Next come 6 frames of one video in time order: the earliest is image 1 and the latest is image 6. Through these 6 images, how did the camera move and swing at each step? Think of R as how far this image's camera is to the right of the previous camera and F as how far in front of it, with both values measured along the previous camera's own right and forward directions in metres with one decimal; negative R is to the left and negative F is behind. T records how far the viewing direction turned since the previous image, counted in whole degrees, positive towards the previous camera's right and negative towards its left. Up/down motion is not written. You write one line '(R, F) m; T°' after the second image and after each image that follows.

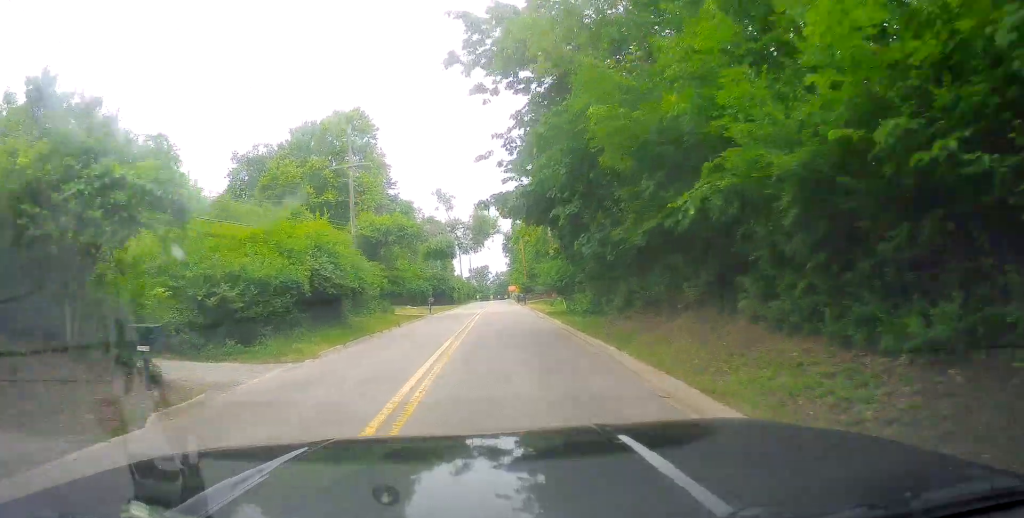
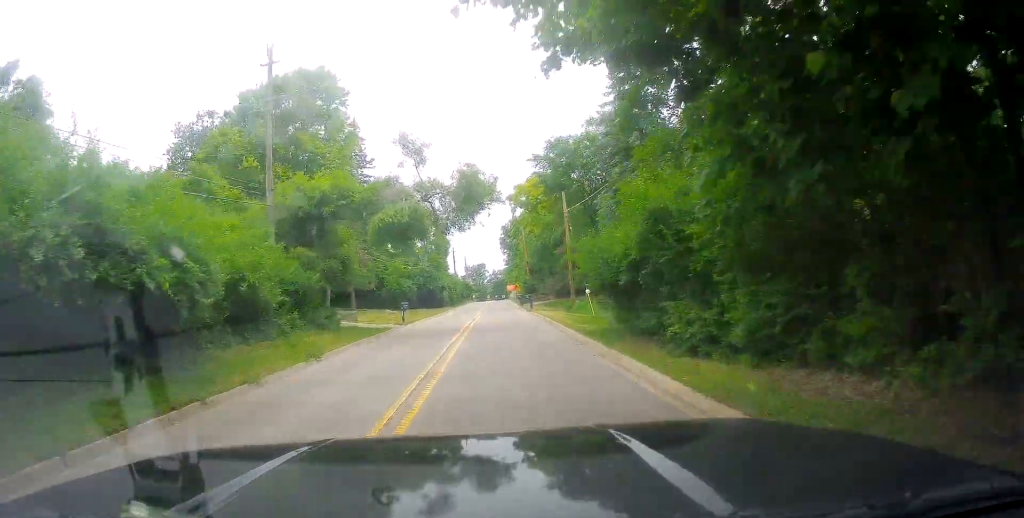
(-0.7, +14.7) m; 0°
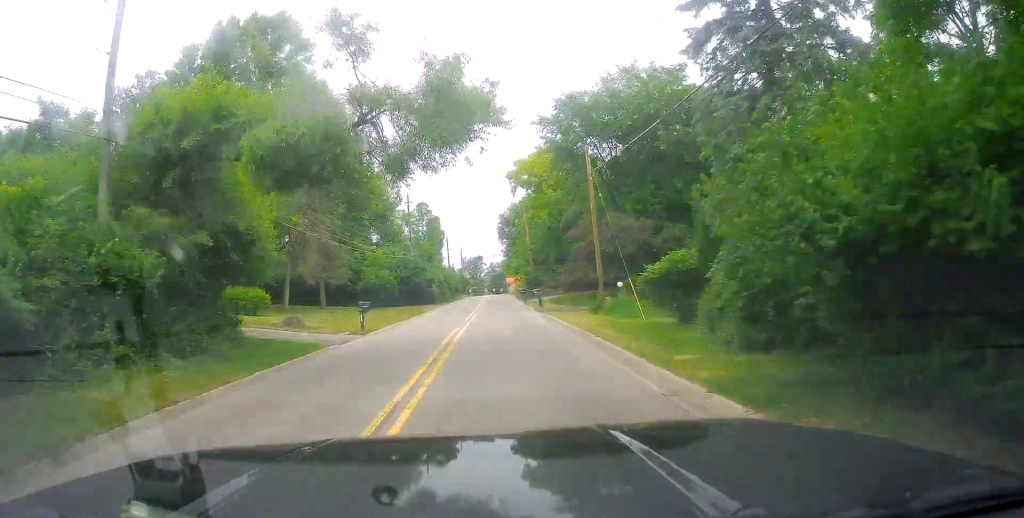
(+0.5, +11.7) m; +2°
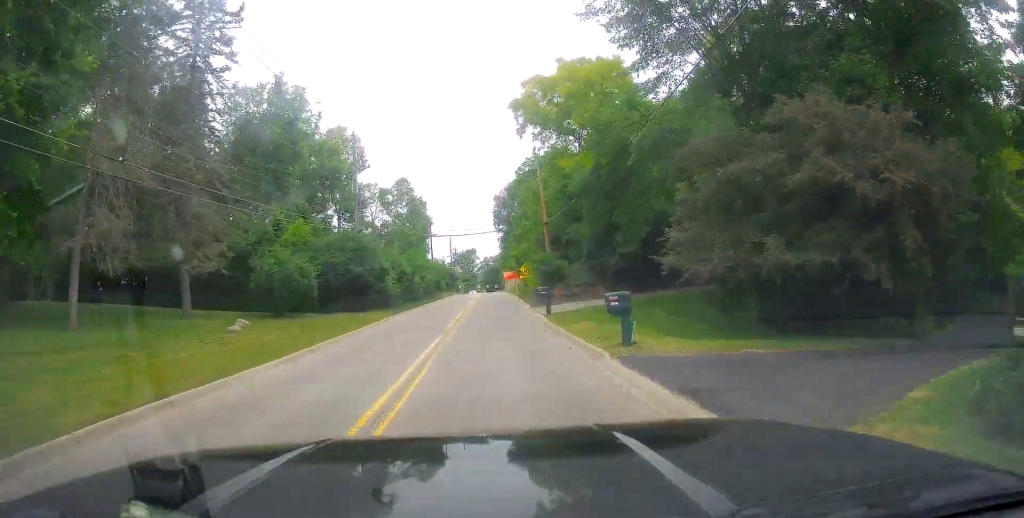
(+0.4, +26.4) m; +1°
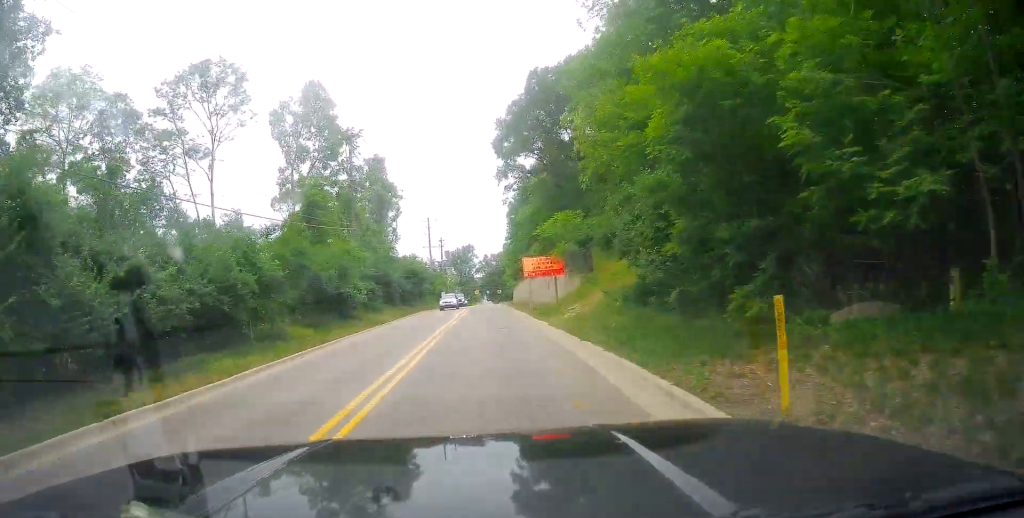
(-1.6, +62.9) m; 0°
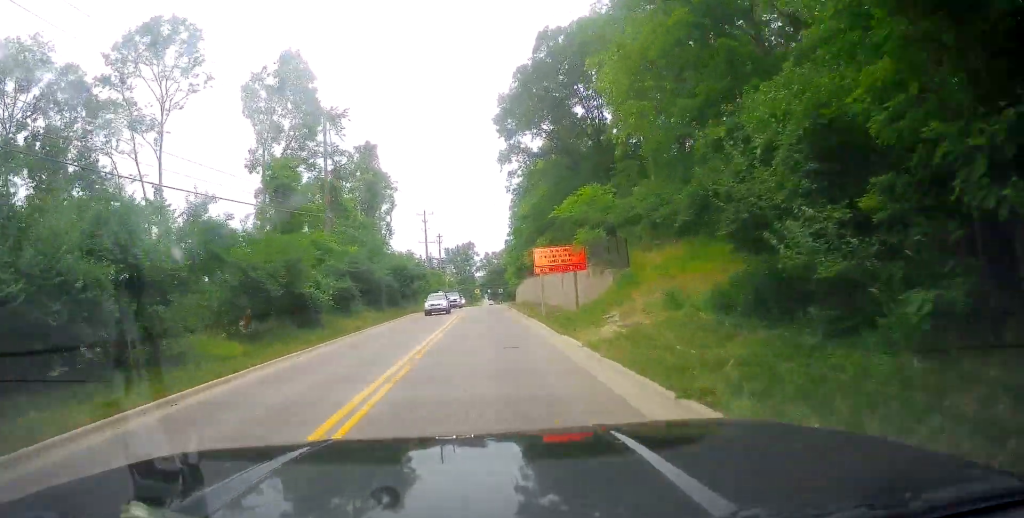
(+0.1, +8.2) m; 0°
